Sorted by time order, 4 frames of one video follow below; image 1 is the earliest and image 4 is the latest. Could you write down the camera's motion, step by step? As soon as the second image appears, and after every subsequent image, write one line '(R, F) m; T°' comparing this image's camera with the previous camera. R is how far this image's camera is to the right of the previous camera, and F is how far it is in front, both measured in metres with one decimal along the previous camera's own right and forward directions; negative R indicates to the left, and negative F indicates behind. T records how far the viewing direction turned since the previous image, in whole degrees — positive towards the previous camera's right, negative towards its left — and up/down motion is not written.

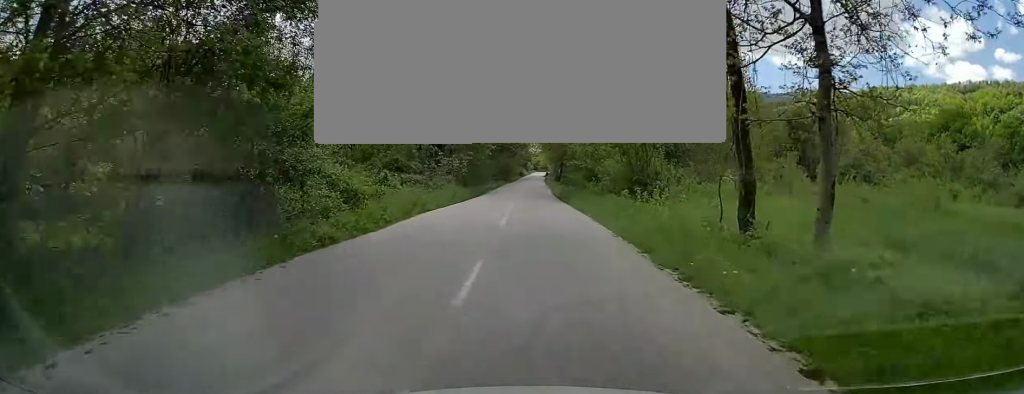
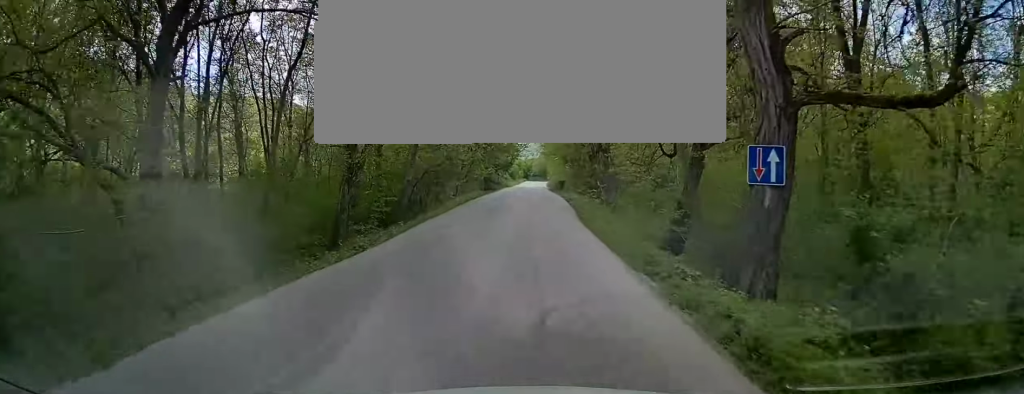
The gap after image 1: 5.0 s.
(+2.3, +80.8) m; +1°
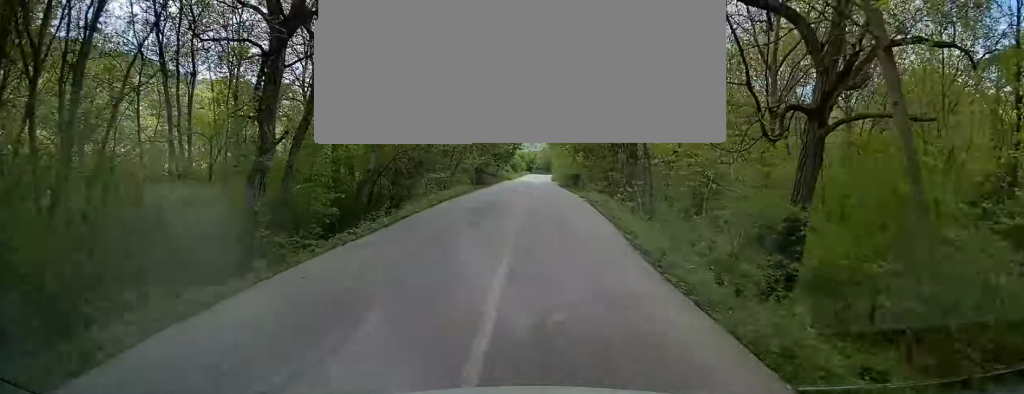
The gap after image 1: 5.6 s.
(-0.1, +9.9) m; 0°
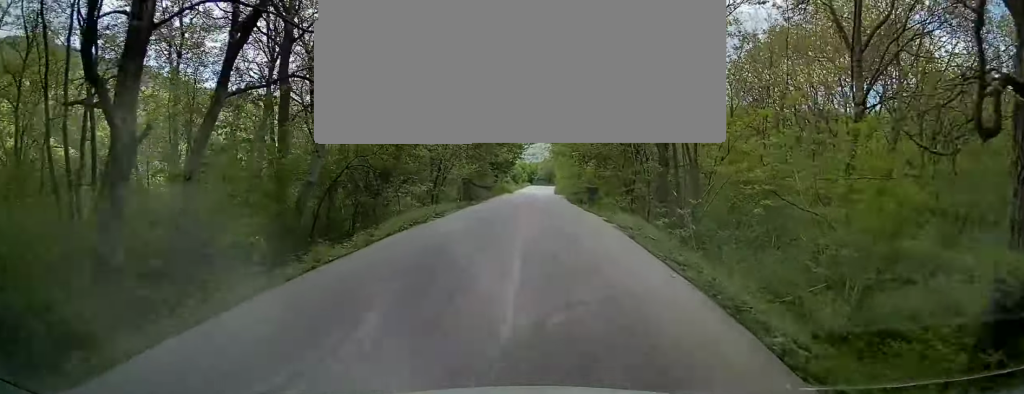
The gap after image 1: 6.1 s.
(0.0, +7.4) m; 0°
